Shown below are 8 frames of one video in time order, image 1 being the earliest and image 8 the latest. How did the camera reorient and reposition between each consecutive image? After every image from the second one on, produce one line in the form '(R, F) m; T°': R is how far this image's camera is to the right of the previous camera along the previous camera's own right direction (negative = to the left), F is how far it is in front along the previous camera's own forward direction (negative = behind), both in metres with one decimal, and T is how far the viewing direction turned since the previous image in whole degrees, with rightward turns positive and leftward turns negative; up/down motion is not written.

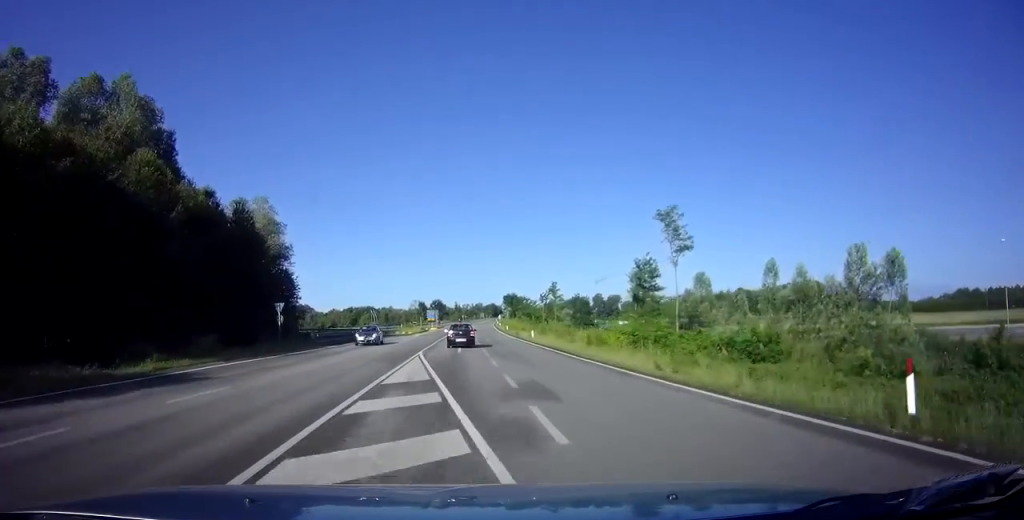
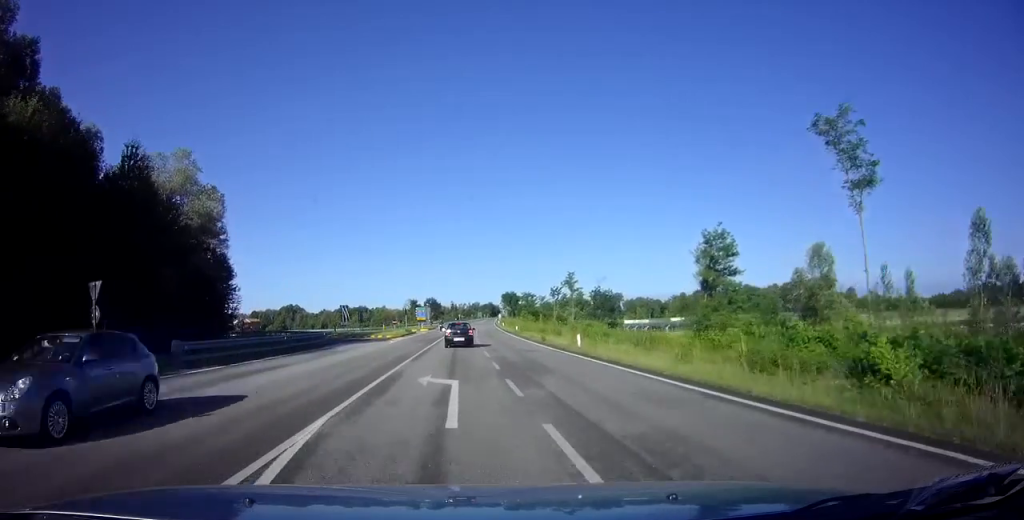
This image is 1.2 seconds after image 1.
(+0.2, +19.0) m; +1°
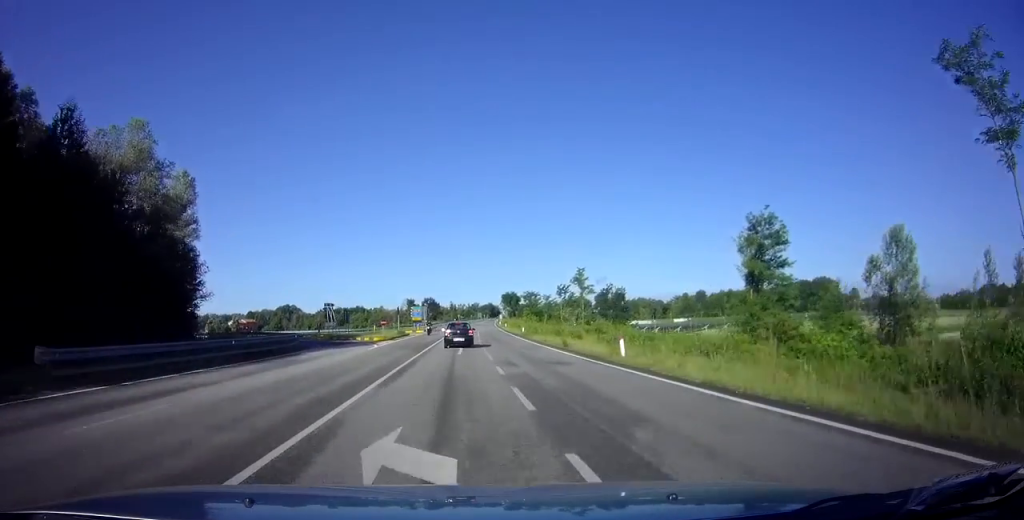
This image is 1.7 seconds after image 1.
(0.0, +7.4) m; 0°
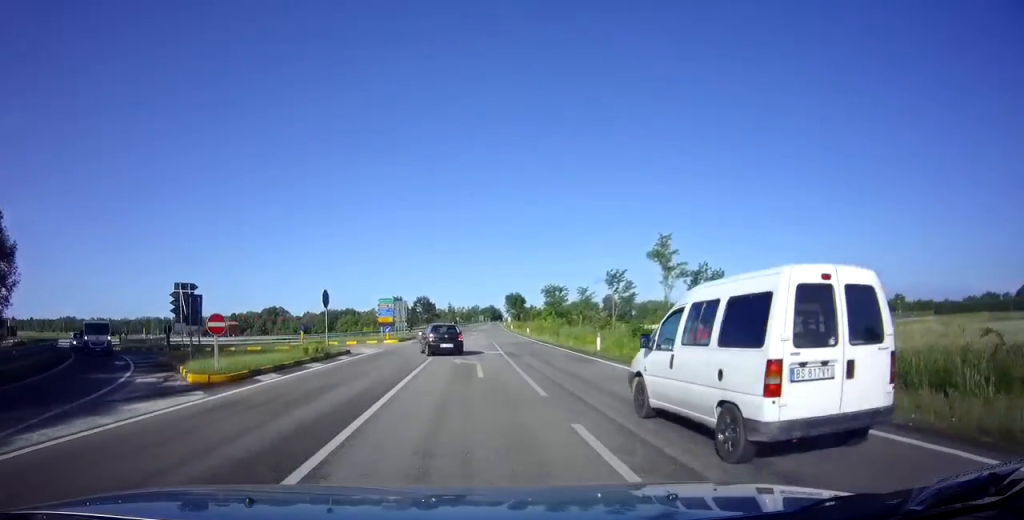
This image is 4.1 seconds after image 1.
(-0.5, +31.6) m; -1°
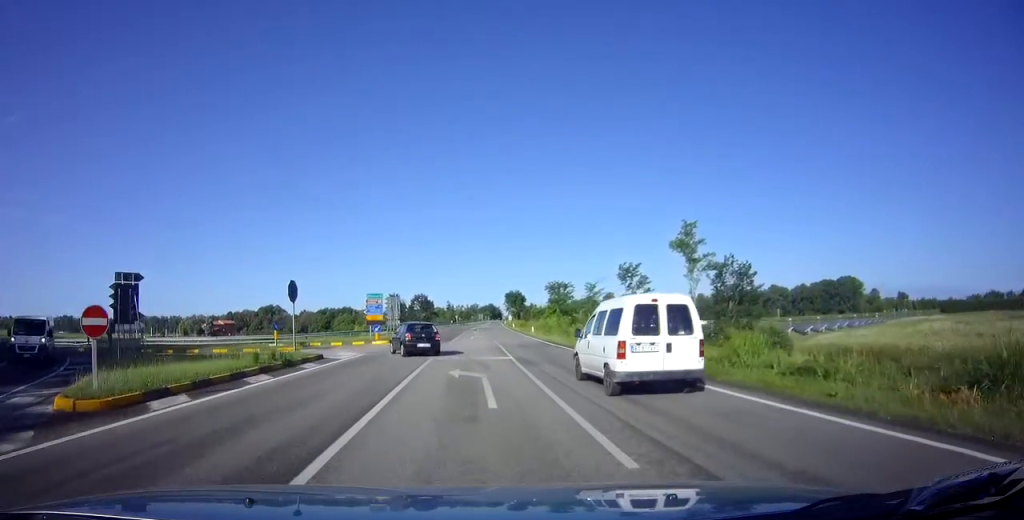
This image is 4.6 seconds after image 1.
(-0.1, +5.7) m; 0°
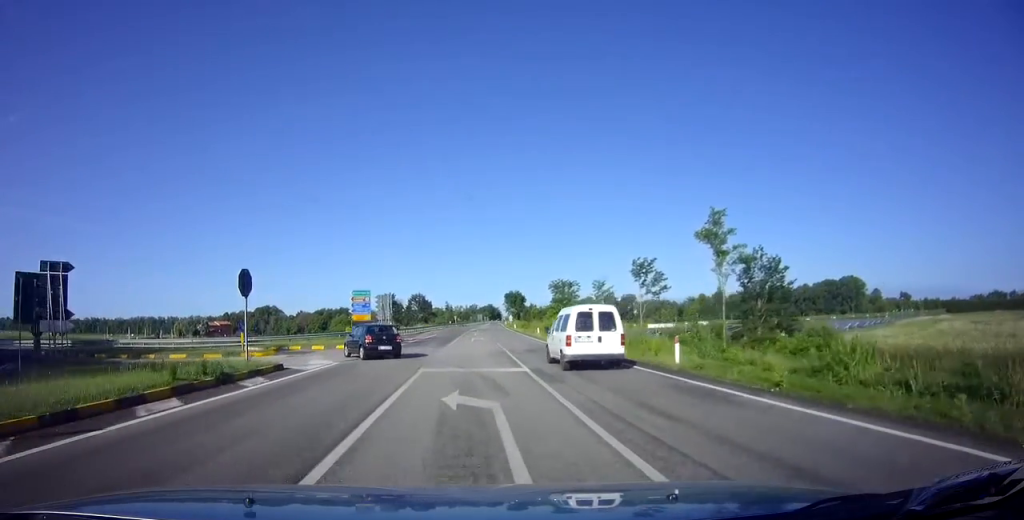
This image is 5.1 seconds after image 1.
(+0.2, +4.8) m; -1°
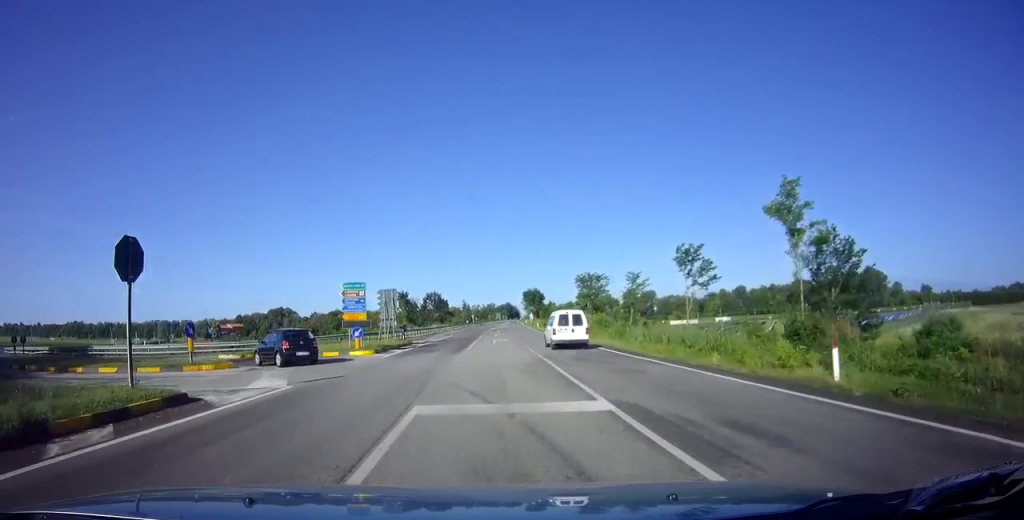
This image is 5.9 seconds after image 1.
(-0.1, +7.3) m; -4°
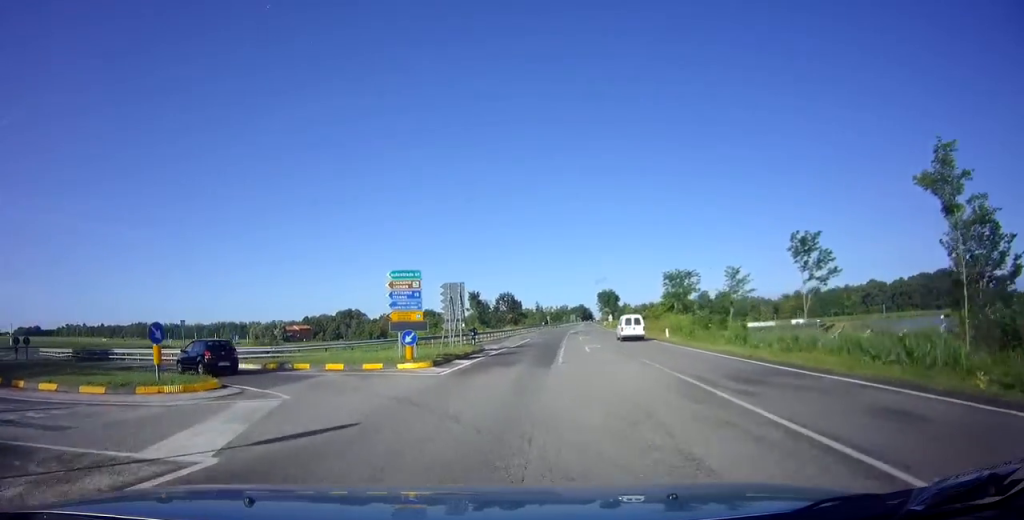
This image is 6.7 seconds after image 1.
(-0.4, +7.4) m; -10°
